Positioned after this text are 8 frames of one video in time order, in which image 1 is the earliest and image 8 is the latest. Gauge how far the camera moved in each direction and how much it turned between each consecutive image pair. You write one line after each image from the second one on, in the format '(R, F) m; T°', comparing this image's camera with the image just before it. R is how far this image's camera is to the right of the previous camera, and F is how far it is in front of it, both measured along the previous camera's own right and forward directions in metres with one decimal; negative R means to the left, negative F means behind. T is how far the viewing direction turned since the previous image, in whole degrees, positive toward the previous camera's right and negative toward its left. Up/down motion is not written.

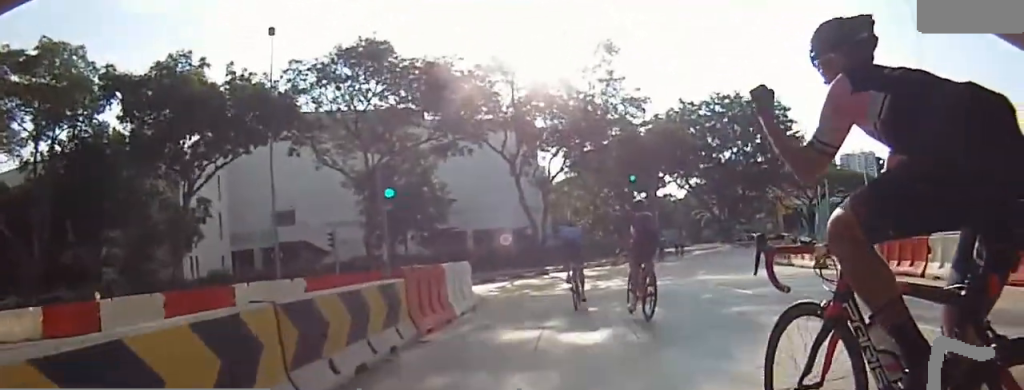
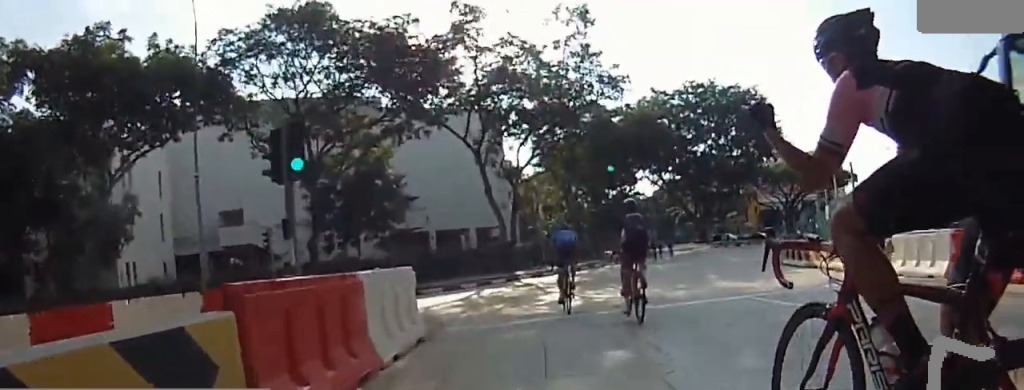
(+0.2, +3.6) m; +5°
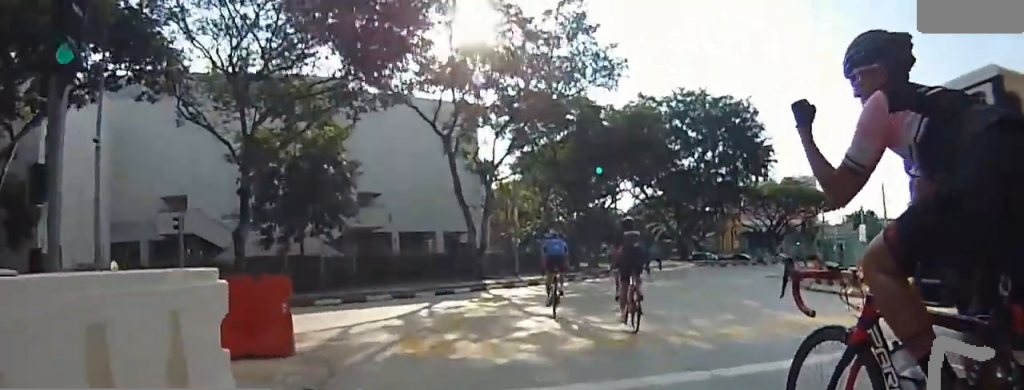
(-0.1, +4.5) m; +9°
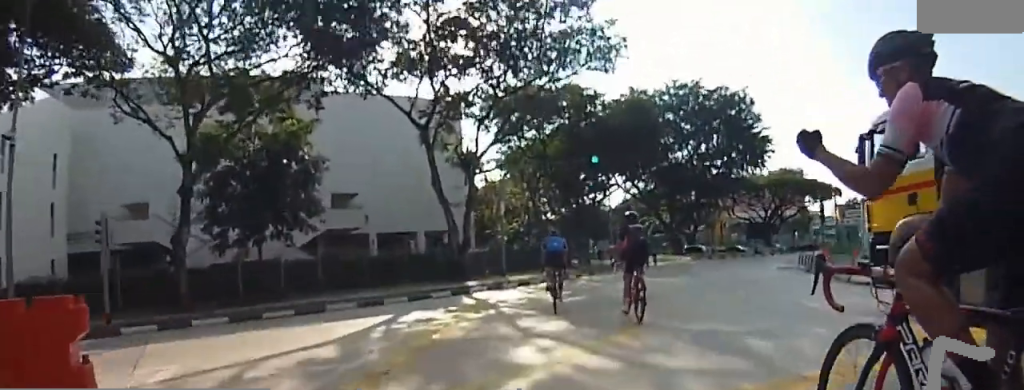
(+0.2, +3.2) m; +4°
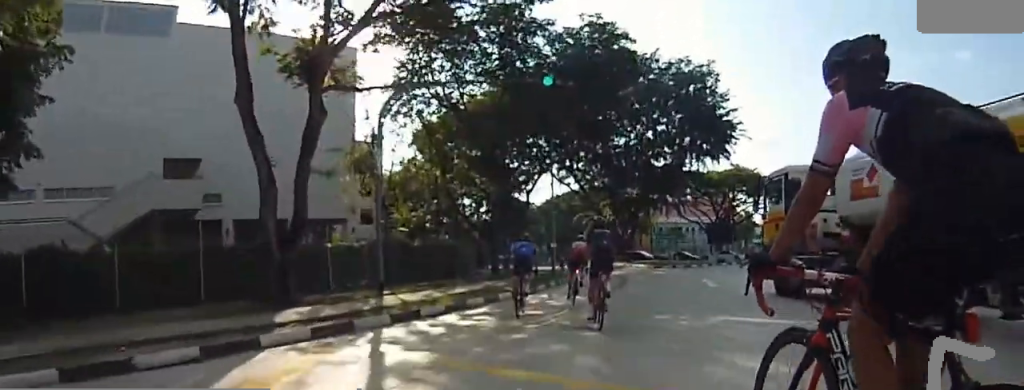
(+1.0, +12.5) m; -1°
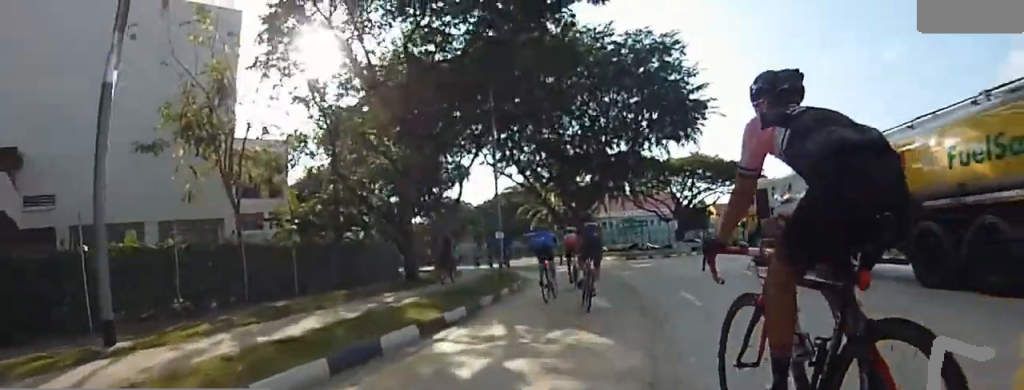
(+0.2, +9.5) m; +7°
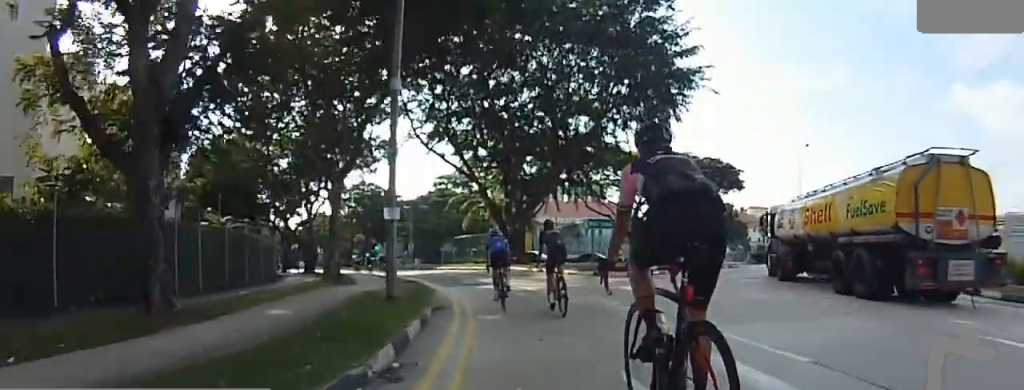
(+0.9, +10.8) m; +5°
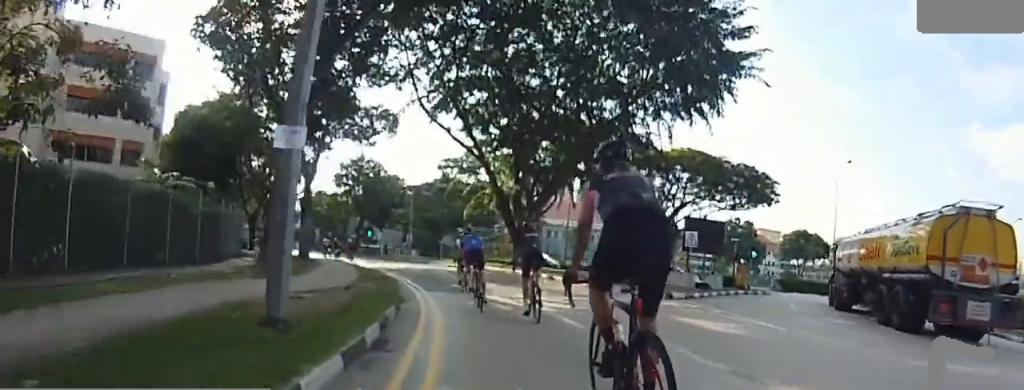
(0.0, +5.7) m; -3°
